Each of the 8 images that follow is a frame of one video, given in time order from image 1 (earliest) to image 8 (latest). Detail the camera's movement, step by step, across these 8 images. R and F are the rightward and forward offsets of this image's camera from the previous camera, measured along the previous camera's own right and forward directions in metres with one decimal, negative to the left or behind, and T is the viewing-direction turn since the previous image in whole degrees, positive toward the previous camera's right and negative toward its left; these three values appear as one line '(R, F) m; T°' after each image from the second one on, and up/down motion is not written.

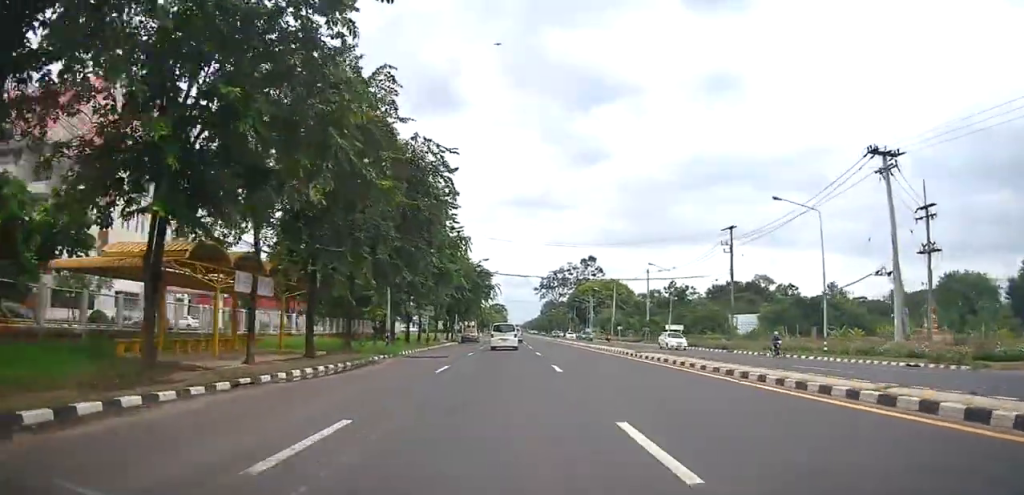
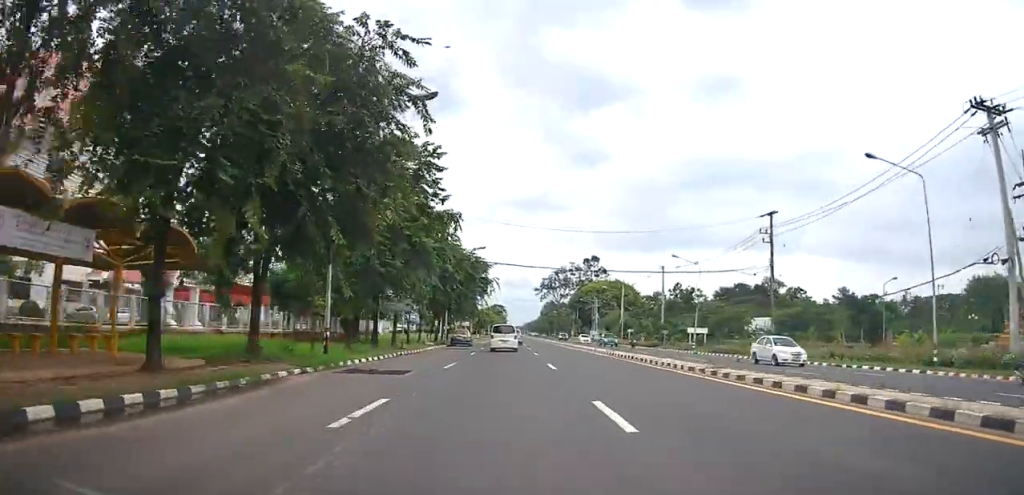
(+0.5, +9.7) m; 0°
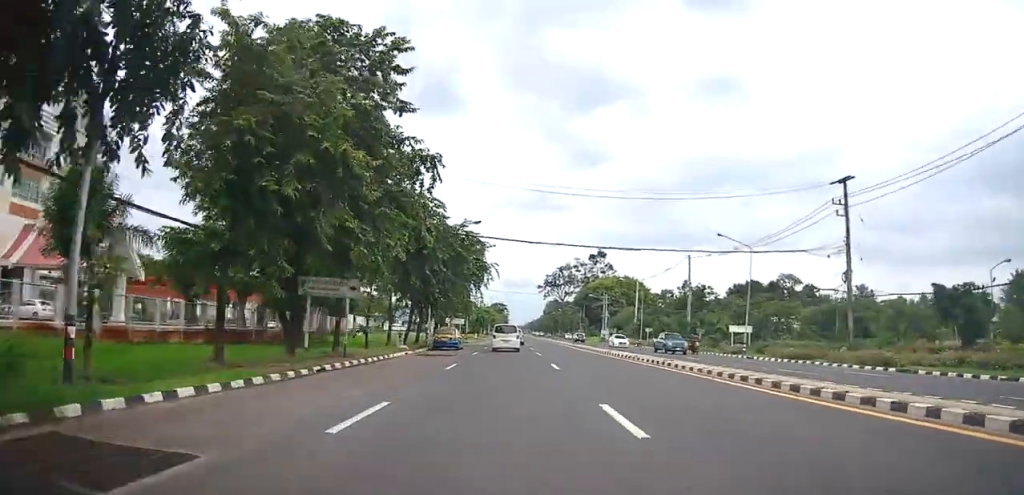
(-0.5, +12.3) m; -3°
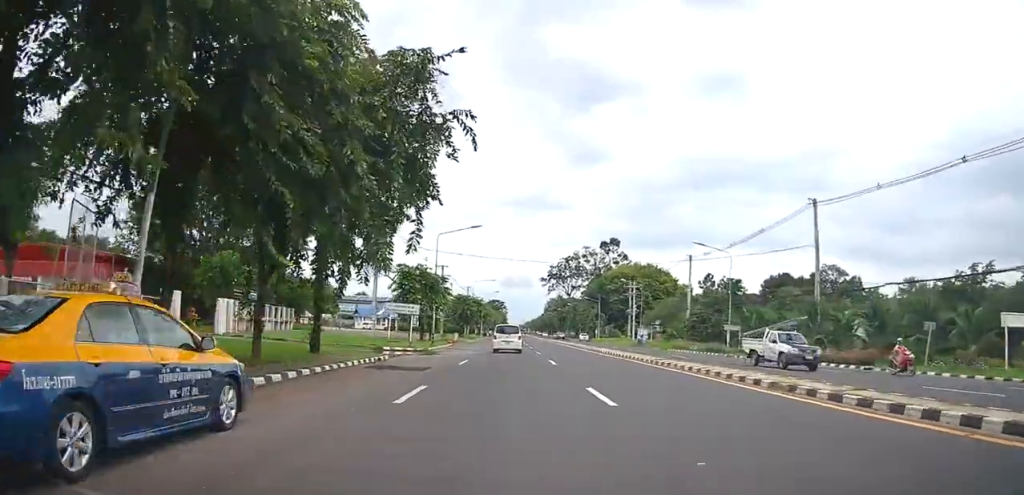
(+0.3, +33.7) m; +2°
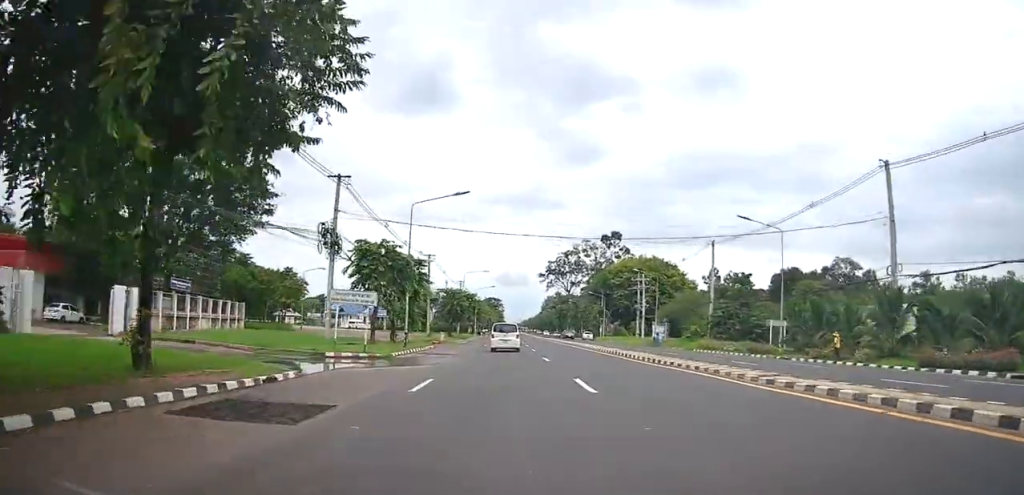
(+0.2, +10.3) m; -1°
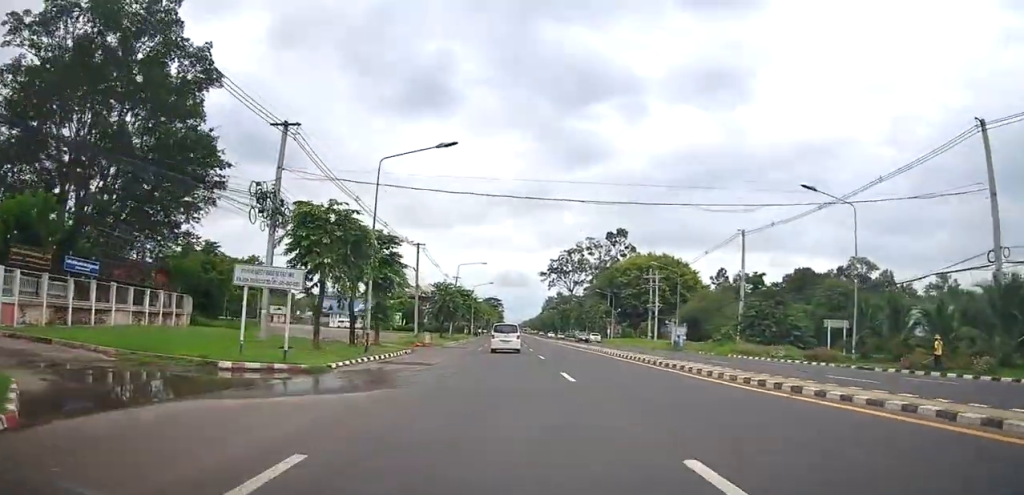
(-0.3, +9.0) m; -2°
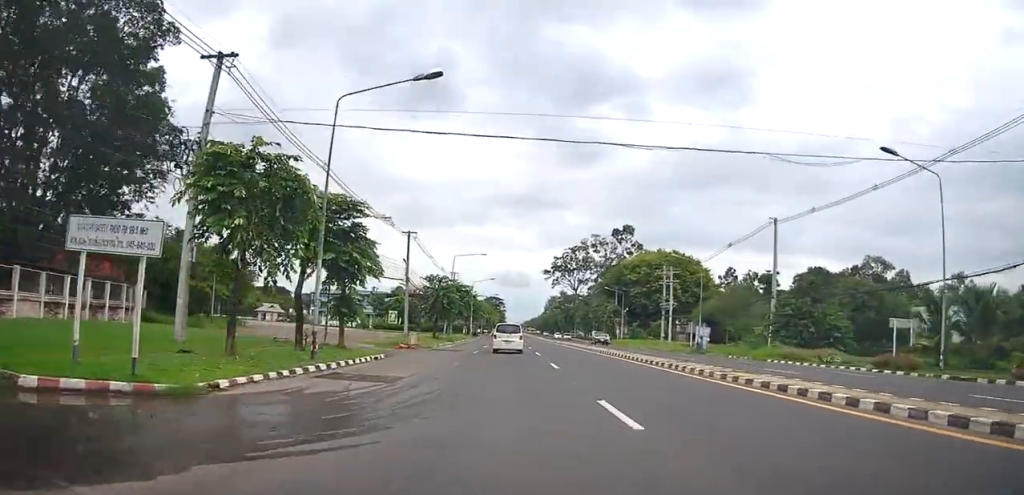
(0.0, +7.0) m; -1°
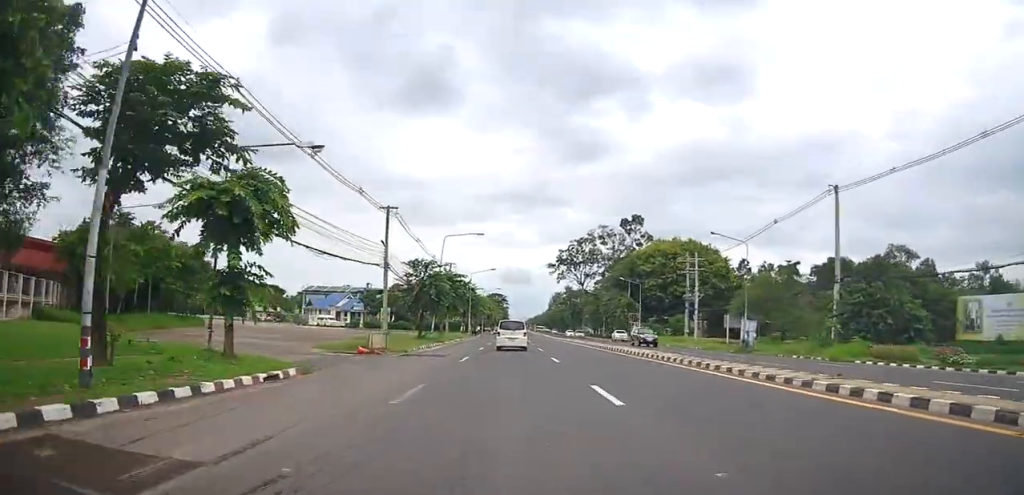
(0.0, +10.5) m; 0°
